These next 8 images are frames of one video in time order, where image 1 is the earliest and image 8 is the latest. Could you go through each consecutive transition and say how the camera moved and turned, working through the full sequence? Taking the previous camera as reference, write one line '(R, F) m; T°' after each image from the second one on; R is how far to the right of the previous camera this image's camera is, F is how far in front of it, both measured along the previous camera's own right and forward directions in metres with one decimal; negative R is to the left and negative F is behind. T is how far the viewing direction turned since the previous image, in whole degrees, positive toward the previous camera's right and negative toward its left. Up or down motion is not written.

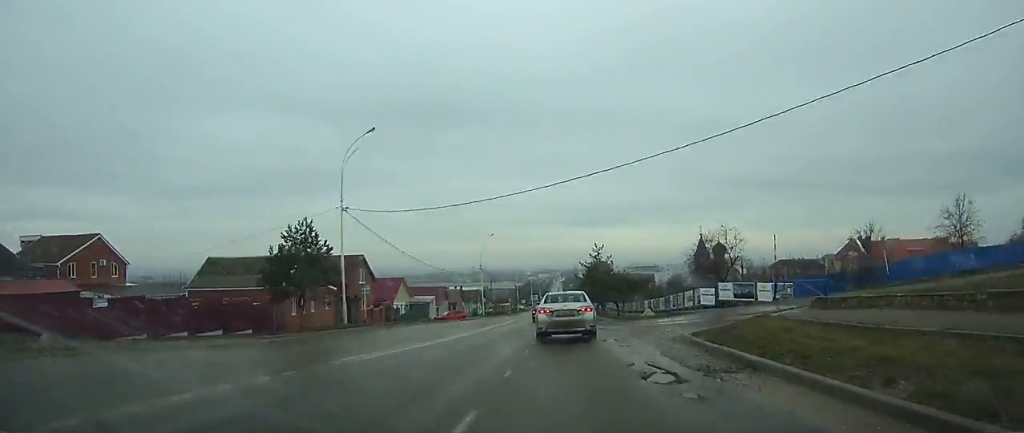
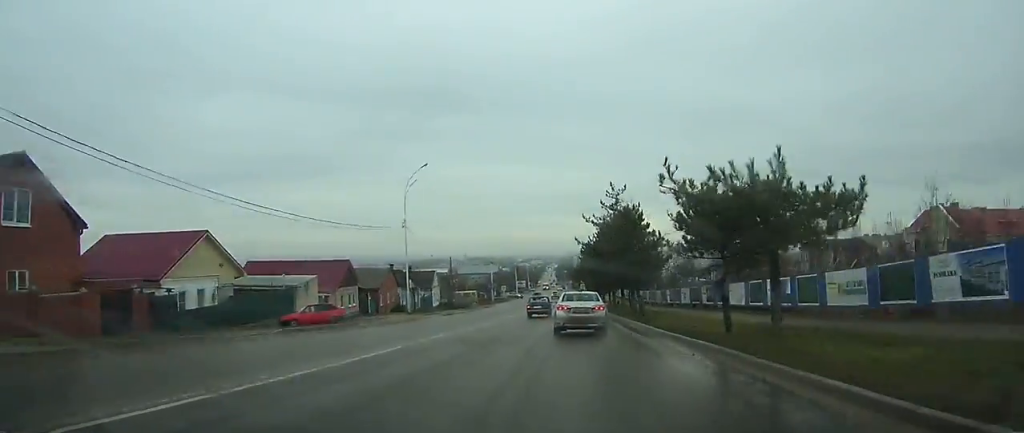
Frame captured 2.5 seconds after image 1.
(-0.1, +40.0) m; 0°
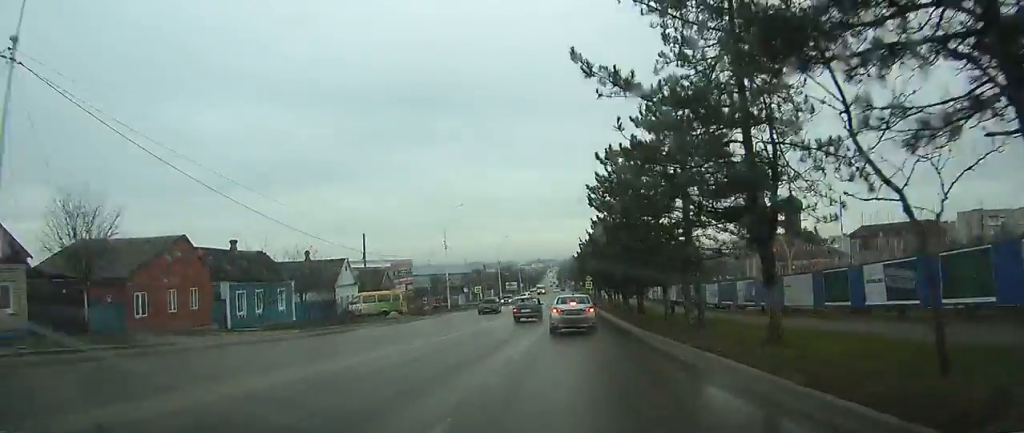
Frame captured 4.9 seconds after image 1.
(+0.2, +36.7) m; 0°
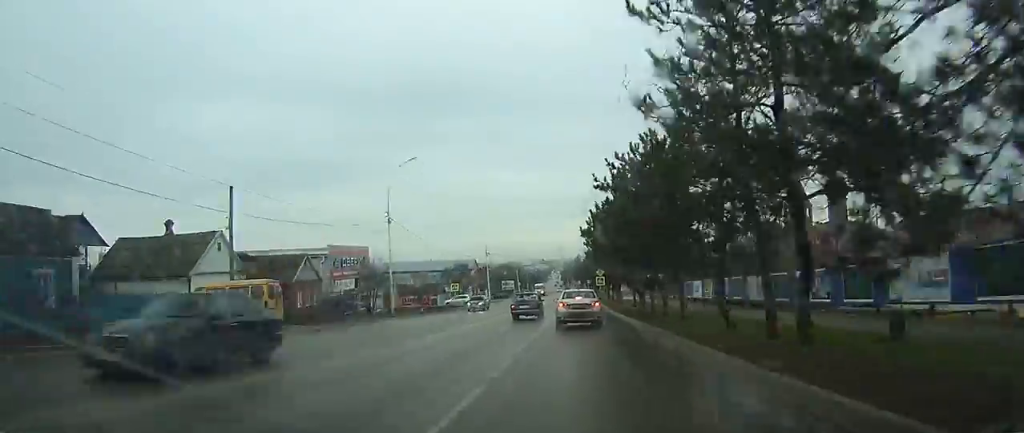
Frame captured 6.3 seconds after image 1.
(-0.2, +21.7) m; 0°
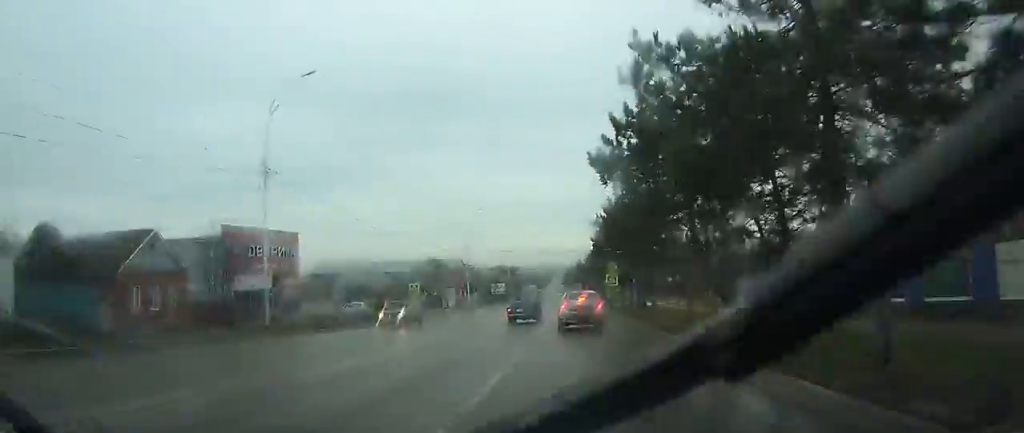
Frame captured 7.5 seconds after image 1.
(0.0, +18.2) m; 0°
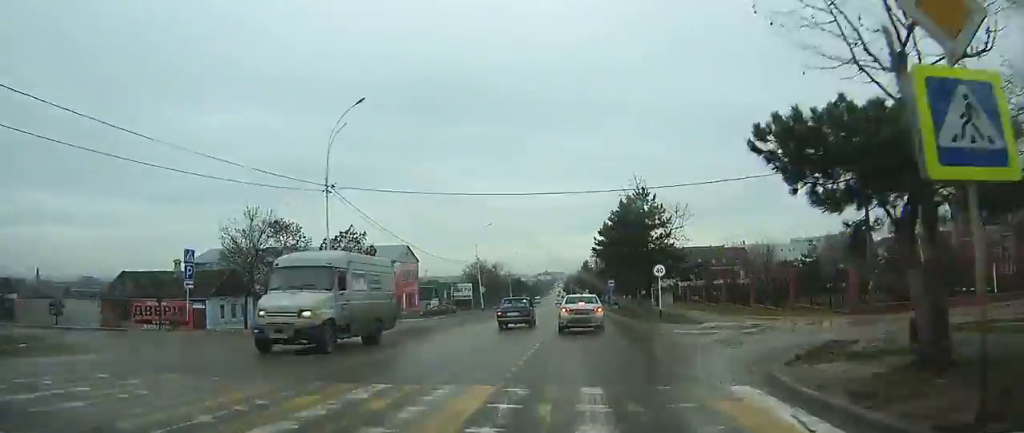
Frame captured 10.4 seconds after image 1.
(0.0, +43.4) m; 0°
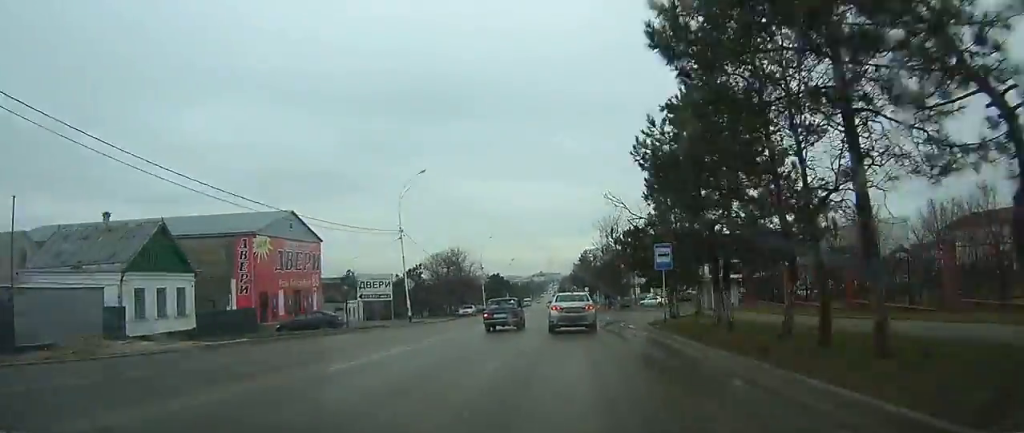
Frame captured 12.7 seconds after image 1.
(-0.1, +33.6) m; 0°
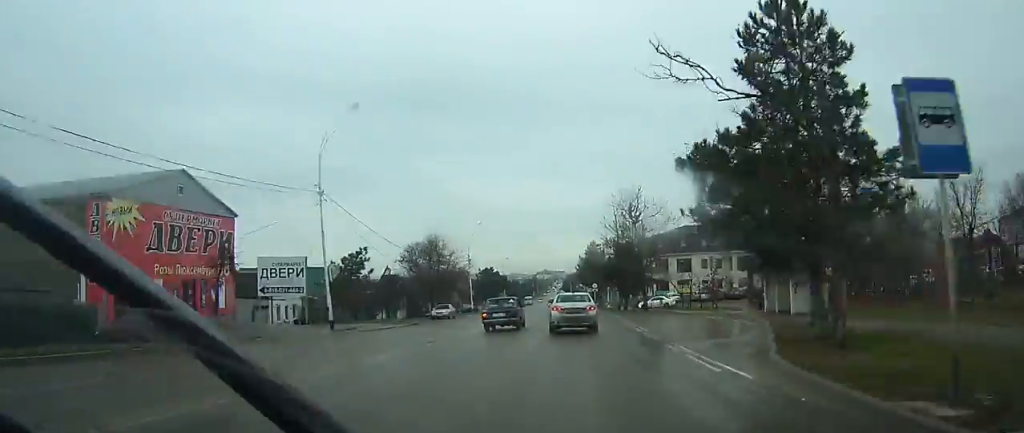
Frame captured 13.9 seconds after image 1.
(0.0, +16.2) m; 0°
